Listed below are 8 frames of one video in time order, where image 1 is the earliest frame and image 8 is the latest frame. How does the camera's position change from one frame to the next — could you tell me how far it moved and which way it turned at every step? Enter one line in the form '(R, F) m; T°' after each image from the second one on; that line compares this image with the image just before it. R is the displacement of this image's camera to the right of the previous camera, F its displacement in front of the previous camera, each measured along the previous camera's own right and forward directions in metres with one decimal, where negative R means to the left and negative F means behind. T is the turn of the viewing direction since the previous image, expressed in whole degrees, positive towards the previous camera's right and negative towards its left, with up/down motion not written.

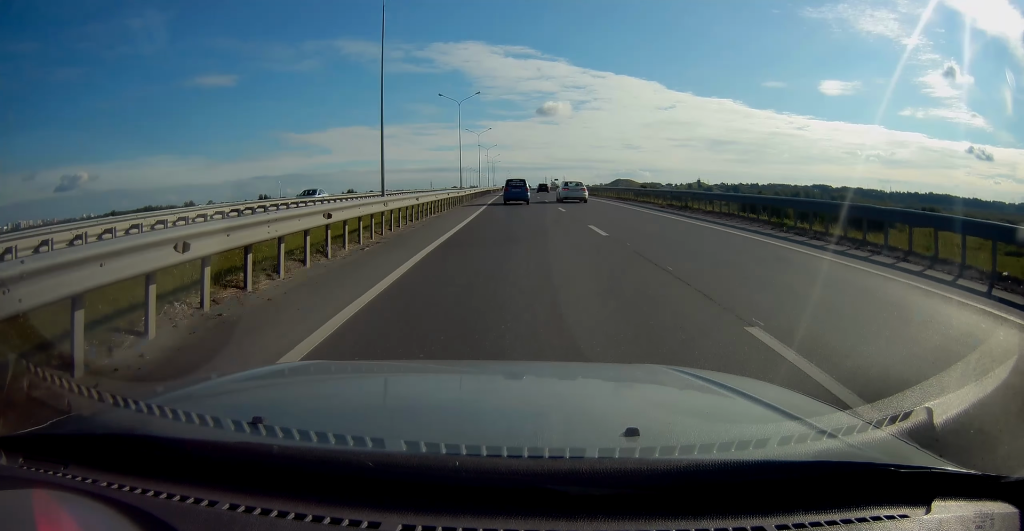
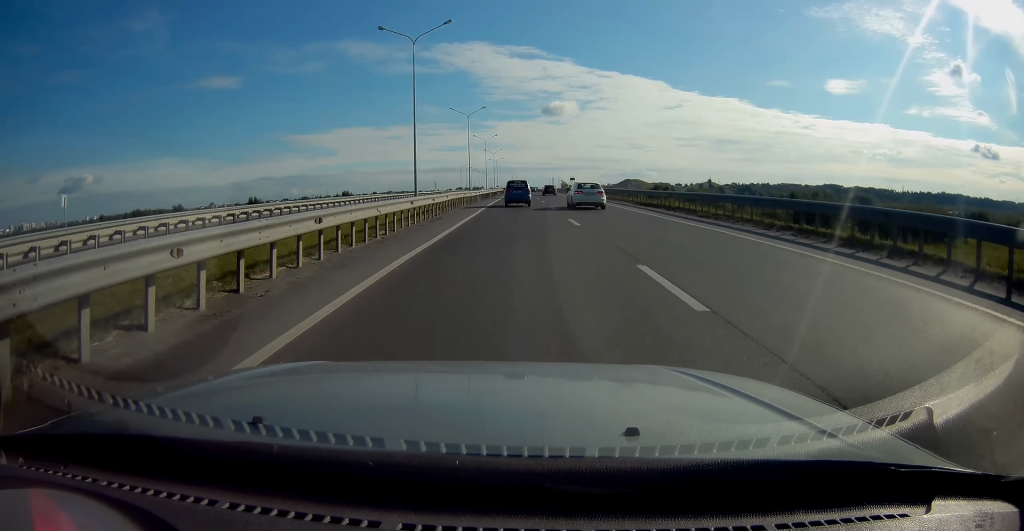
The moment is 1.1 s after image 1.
(0.0, +31.7) m; 0°
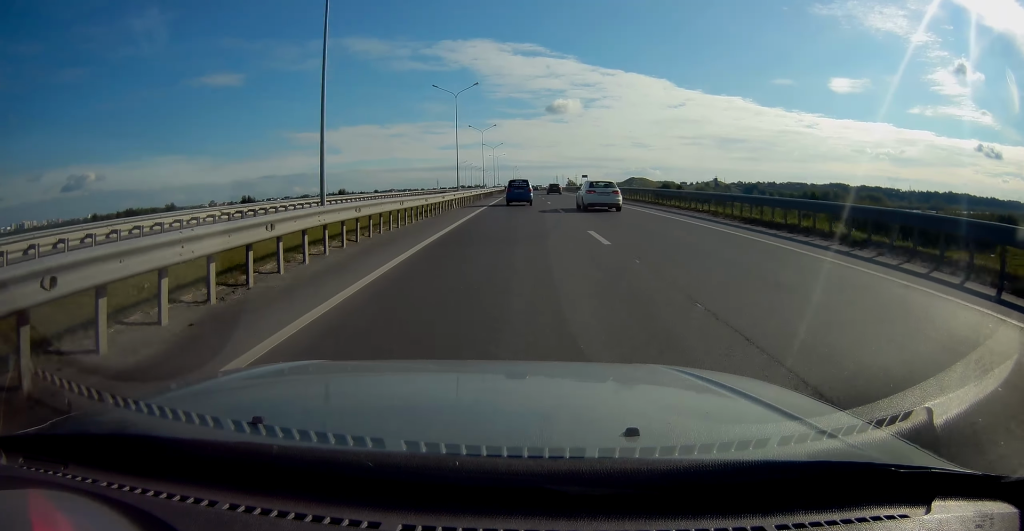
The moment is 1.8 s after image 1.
(0.0, +17.8) m; 0°
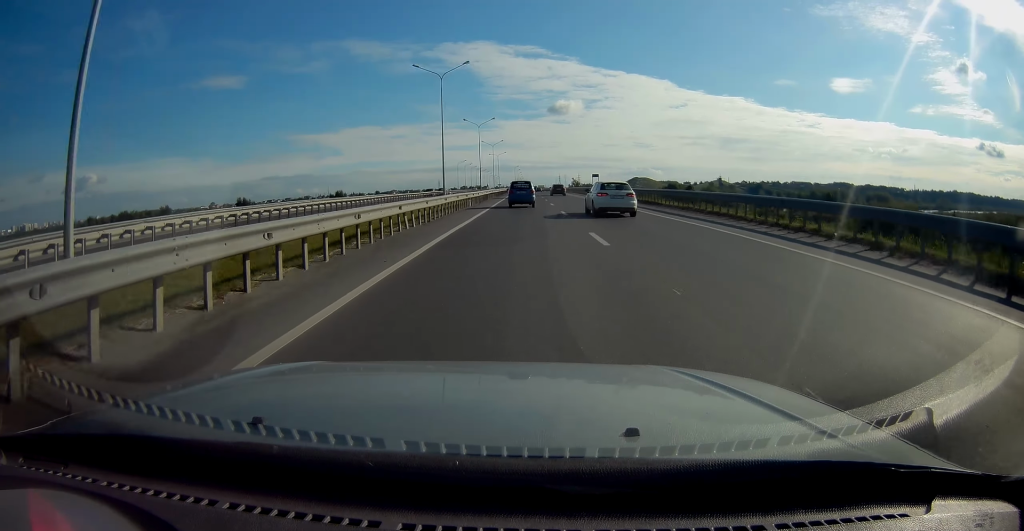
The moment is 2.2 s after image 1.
(0.0, +12.2) m; 0°
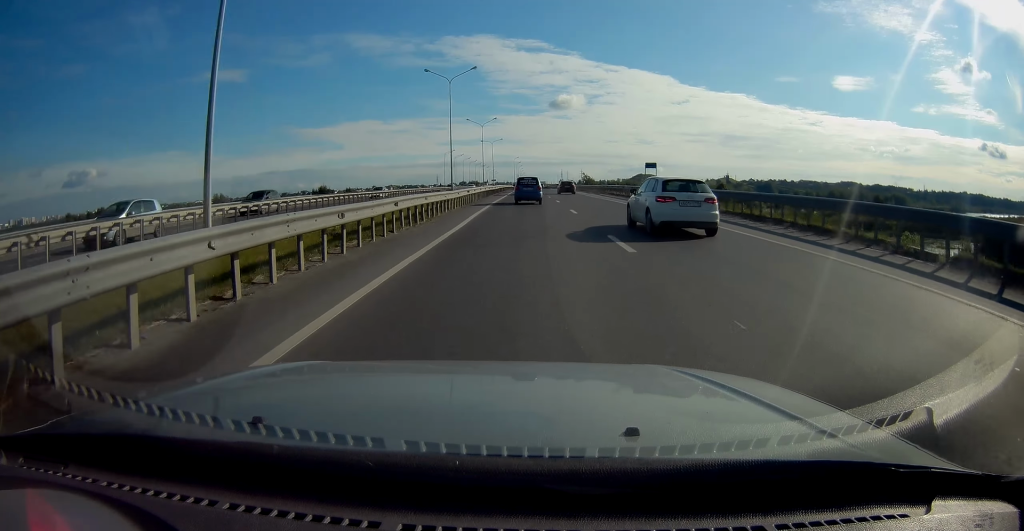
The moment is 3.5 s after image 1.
(-0.3, +37.5) m; -1°
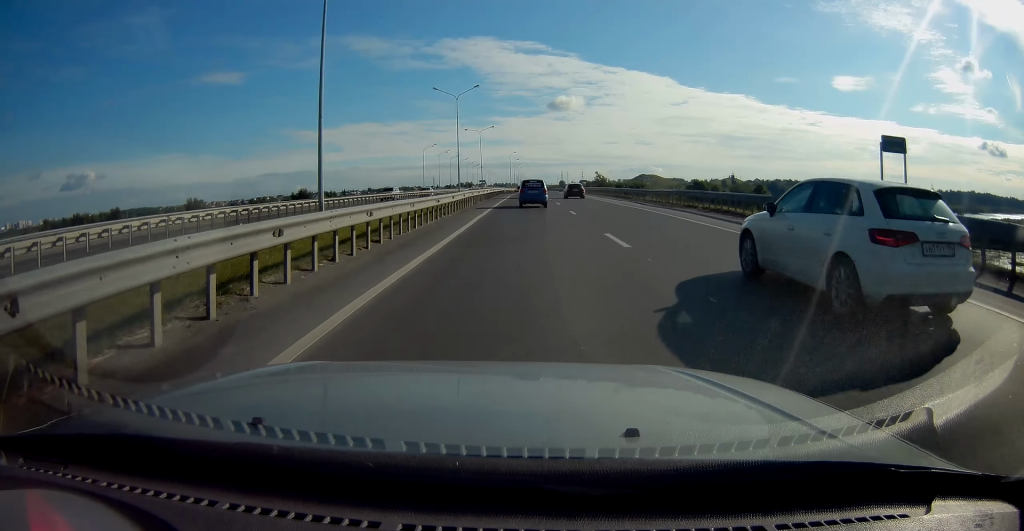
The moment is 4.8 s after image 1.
(0.0, +34.8) m; 0°
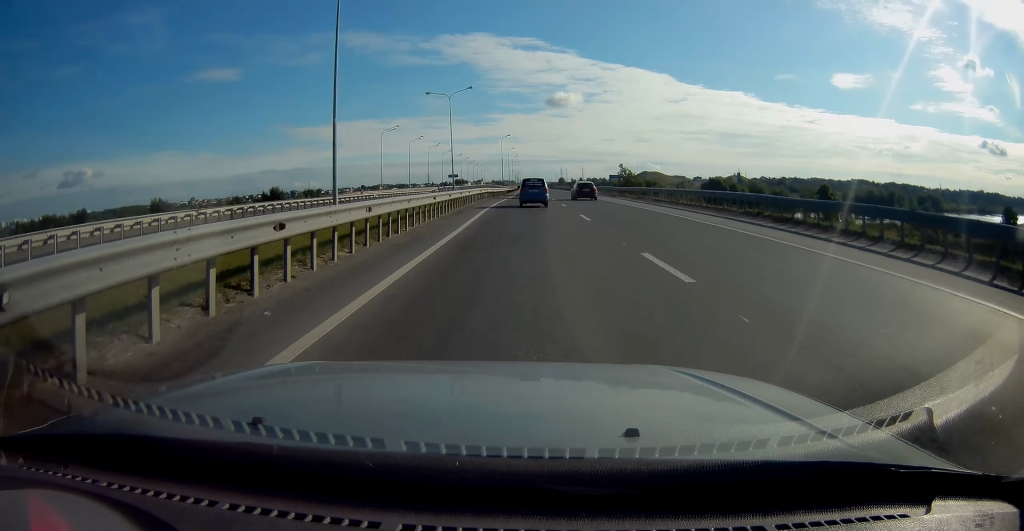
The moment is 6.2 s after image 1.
(+0.1, +40.5) m; +1°
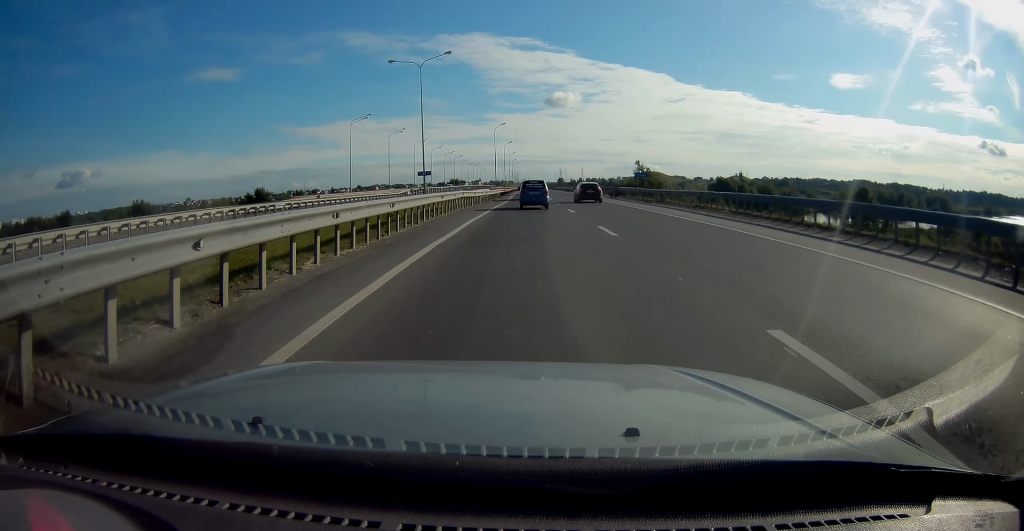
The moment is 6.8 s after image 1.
(+0.1, +17.4) m; 0°
